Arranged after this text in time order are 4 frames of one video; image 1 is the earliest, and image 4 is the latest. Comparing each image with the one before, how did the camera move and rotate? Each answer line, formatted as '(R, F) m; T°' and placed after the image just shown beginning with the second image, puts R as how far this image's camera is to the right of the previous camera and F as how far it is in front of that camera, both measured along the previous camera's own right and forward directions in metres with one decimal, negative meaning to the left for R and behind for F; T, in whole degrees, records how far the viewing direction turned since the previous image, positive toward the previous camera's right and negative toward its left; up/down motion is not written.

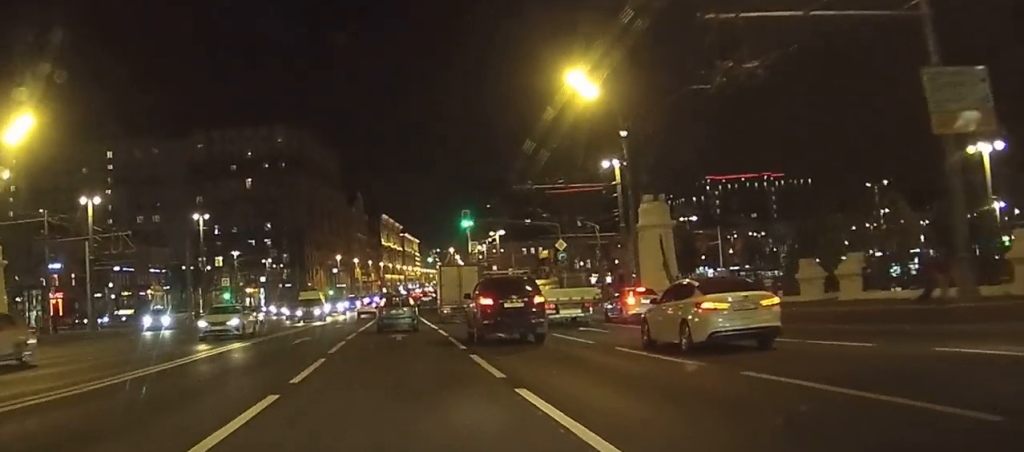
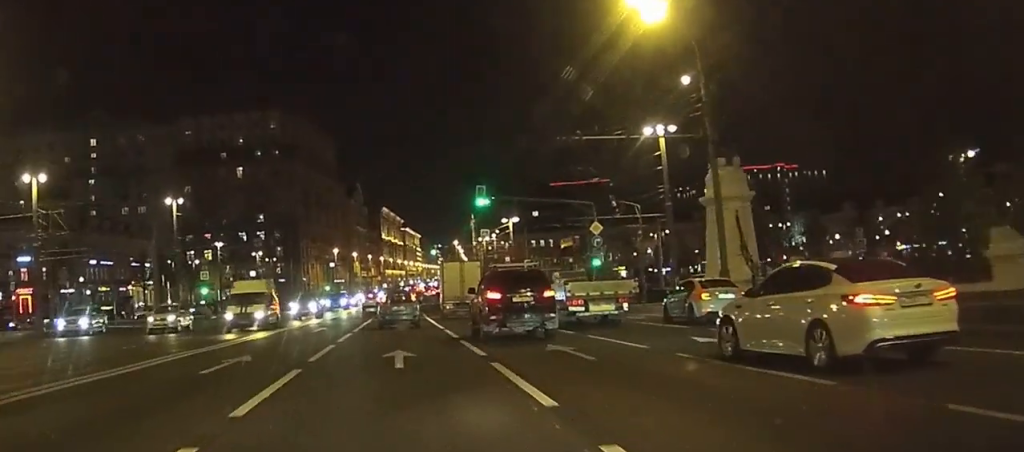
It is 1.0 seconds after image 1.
(0.0, +12.7) m; 0°
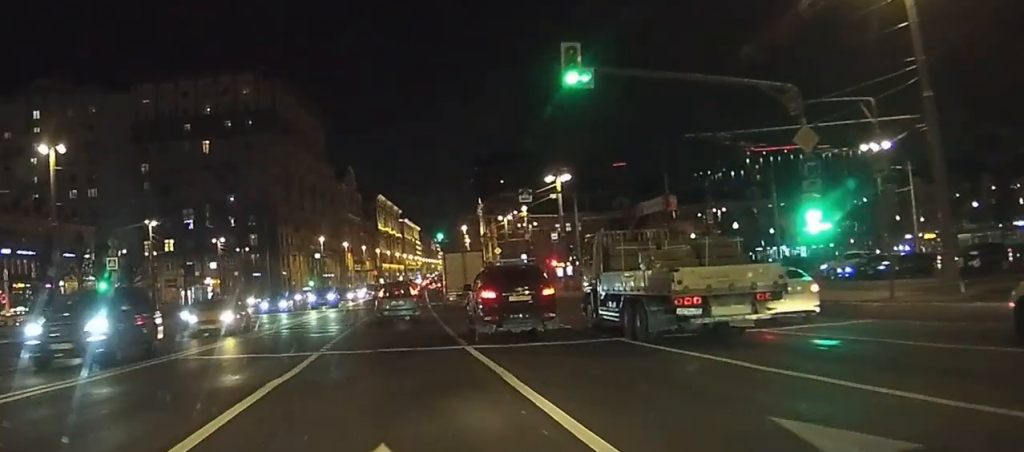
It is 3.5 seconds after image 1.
(-0.1, +32.3) m; 0°
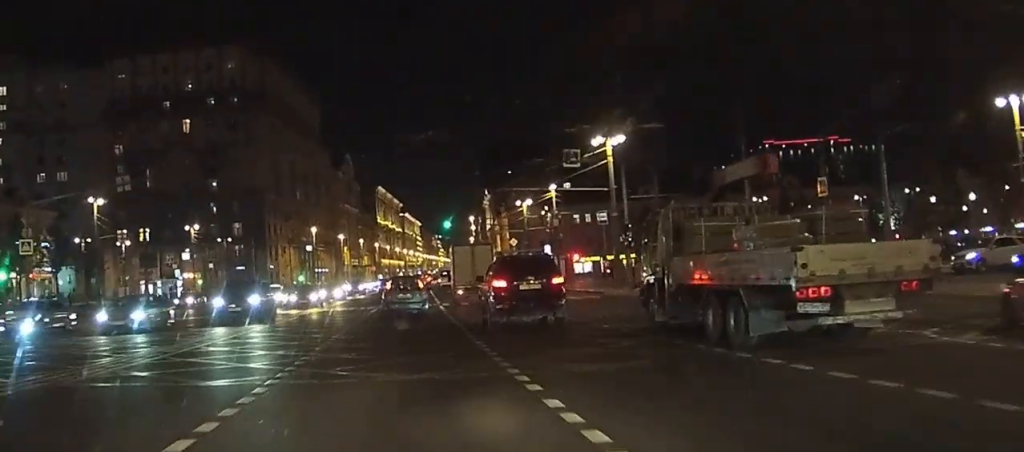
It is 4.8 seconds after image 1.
(+0.1, +17.0) m; +1°
